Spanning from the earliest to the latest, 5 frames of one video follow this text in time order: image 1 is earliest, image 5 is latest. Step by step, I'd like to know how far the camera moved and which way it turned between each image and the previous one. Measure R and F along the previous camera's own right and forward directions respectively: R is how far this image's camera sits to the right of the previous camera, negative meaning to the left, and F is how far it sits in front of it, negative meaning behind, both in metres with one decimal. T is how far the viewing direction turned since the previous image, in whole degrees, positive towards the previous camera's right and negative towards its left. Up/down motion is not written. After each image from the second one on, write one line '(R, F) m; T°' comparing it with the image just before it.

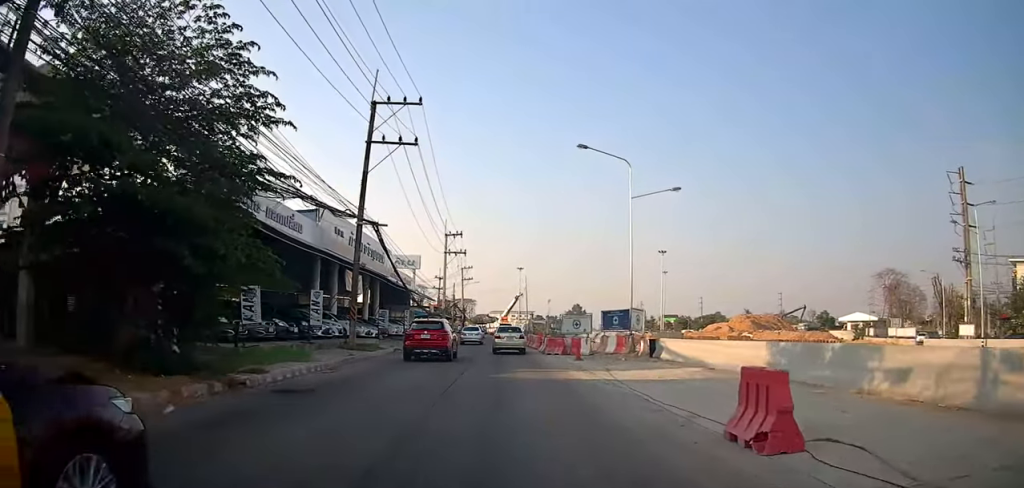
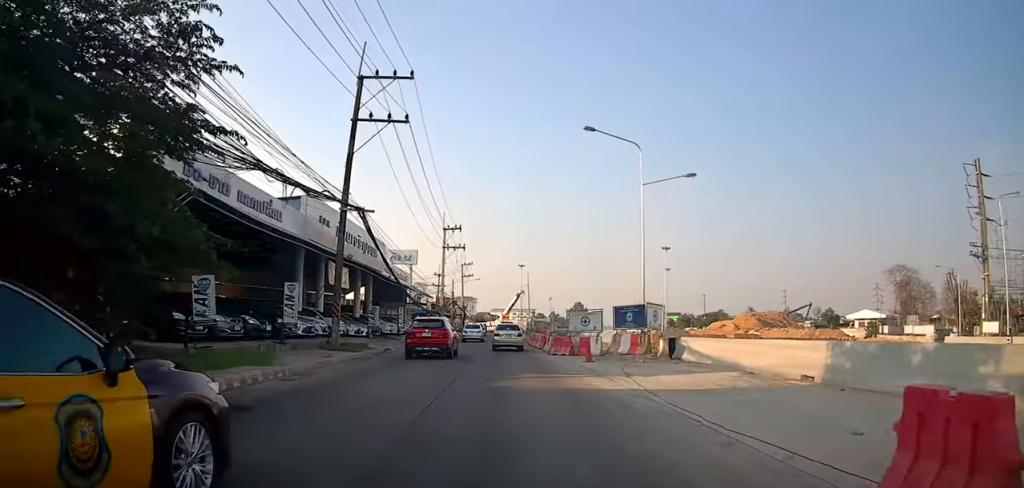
(0.0, +2.9) m; 0°
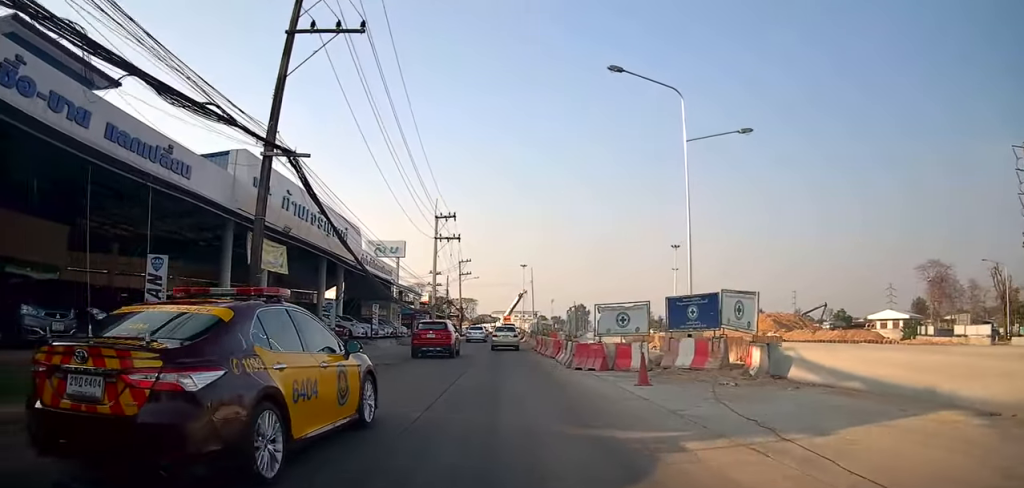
(0.0, +8.3) m; 0°
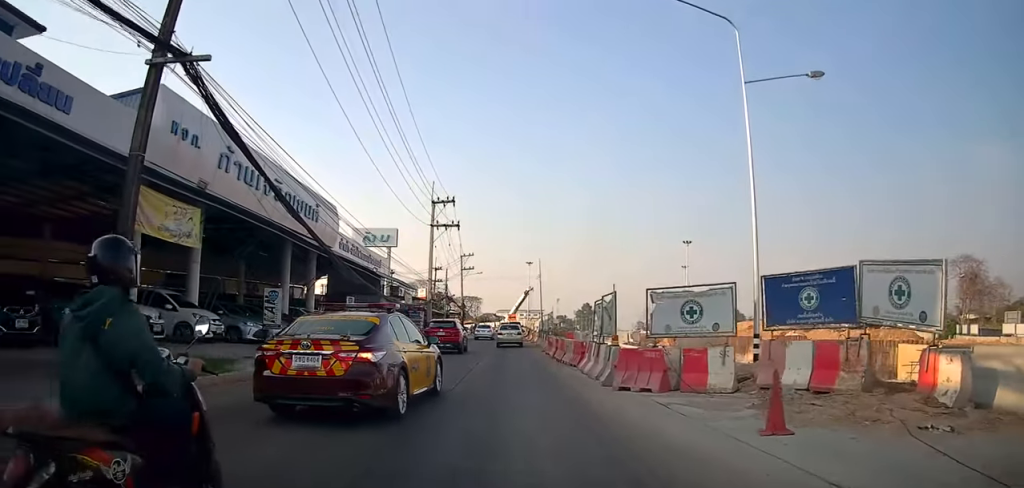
(0.0, +6.2) m; +5°
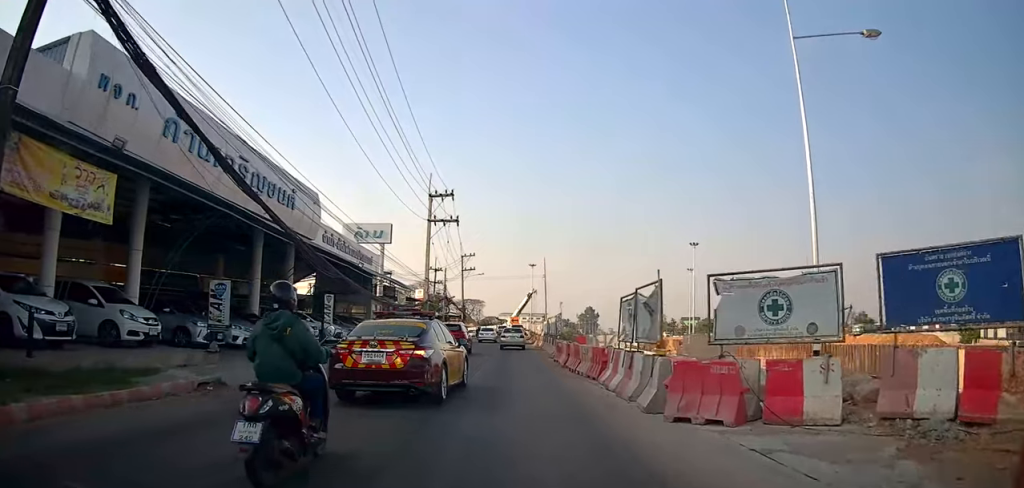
(+0.1, +3.6) m; +2°
